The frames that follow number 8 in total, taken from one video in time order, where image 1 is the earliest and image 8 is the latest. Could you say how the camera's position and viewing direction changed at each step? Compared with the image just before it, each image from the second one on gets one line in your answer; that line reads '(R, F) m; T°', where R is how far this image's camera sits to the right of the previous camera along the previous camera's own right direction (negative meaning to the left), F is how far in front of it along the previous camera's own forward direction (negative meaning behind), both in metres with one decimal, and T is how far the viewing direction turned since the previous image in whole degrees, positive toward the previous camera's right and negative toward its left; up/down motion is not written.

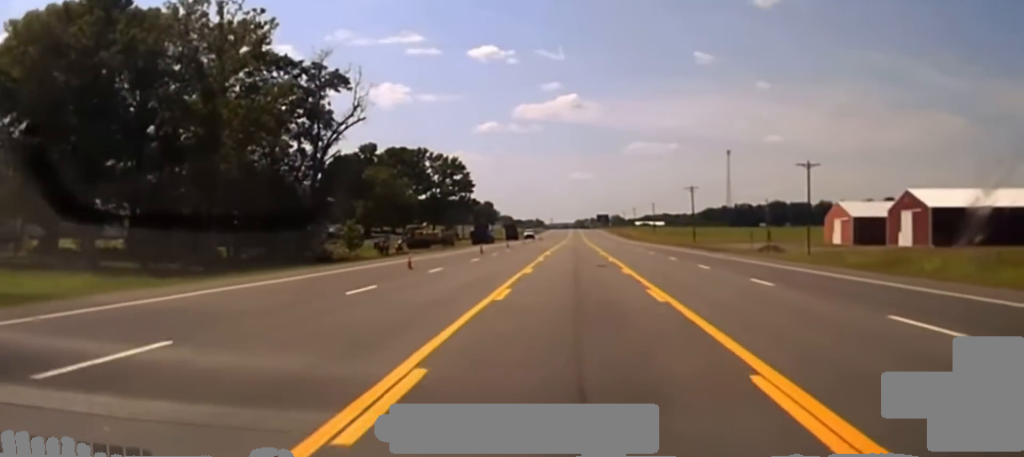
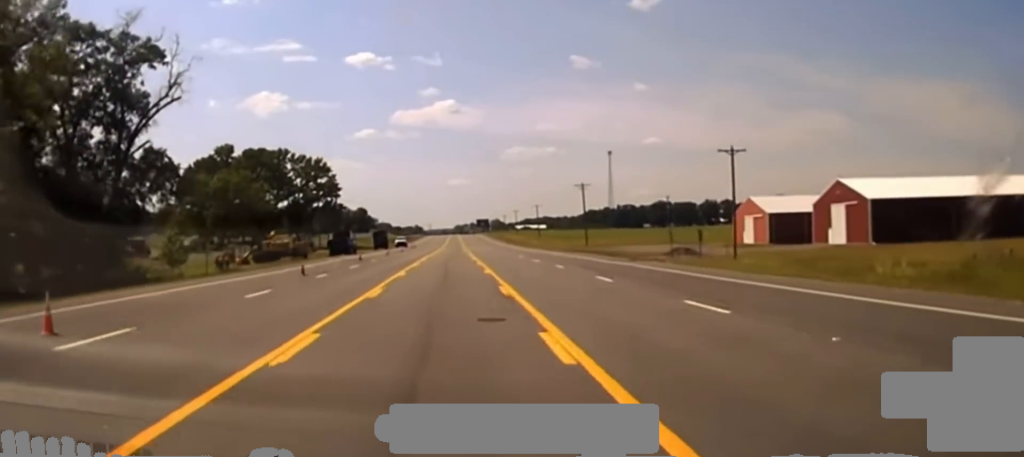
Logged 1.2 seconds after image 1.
(+1.1, +18.8) m; +7°
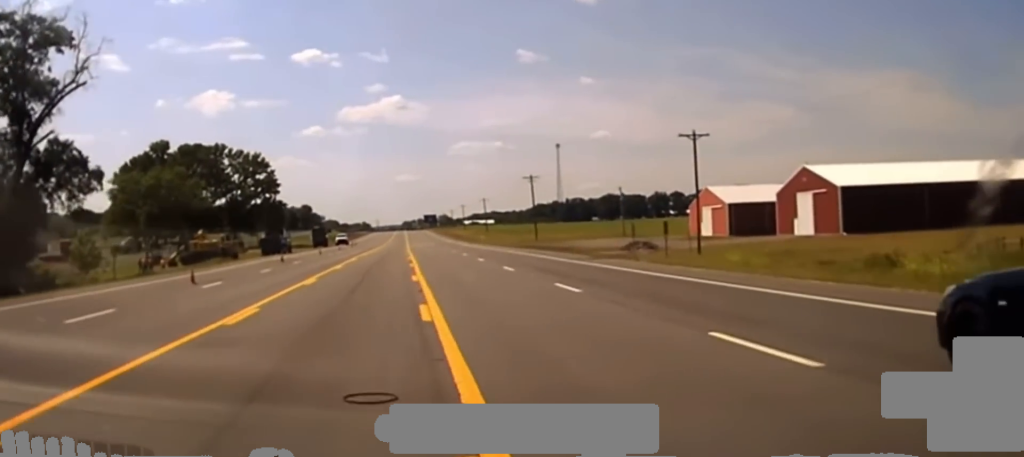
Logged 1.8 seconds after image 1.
(+0.4, +6.8) m; +2°
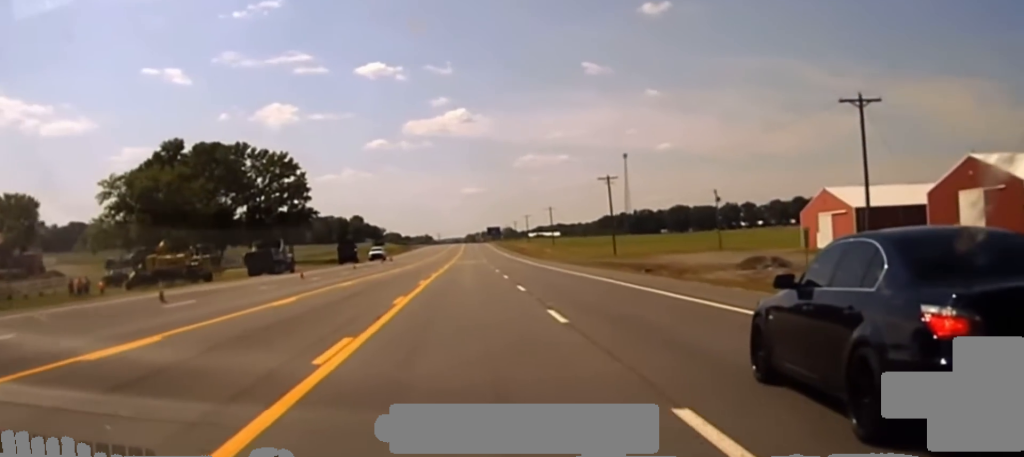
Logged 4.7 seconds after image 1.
(-0.7, +26.7) m; -2°
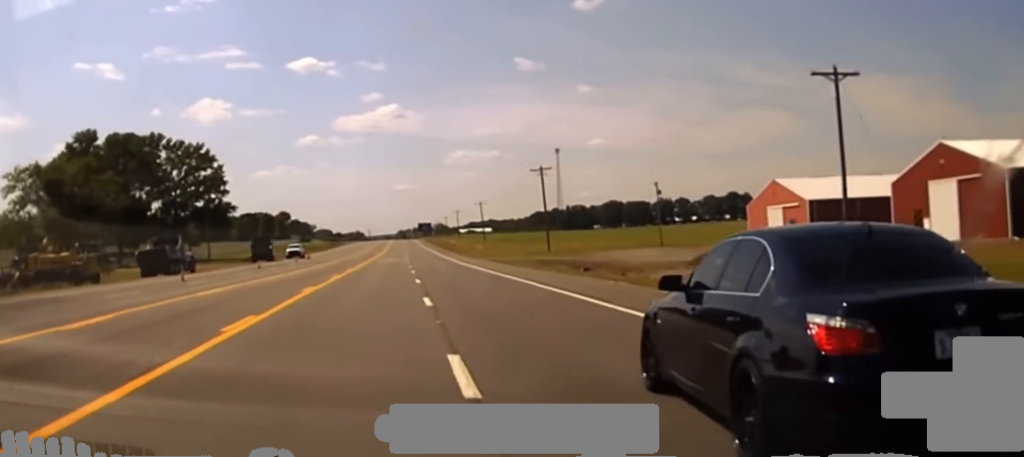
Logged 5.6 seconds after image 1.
(+0.1, +8.6) m; +1°
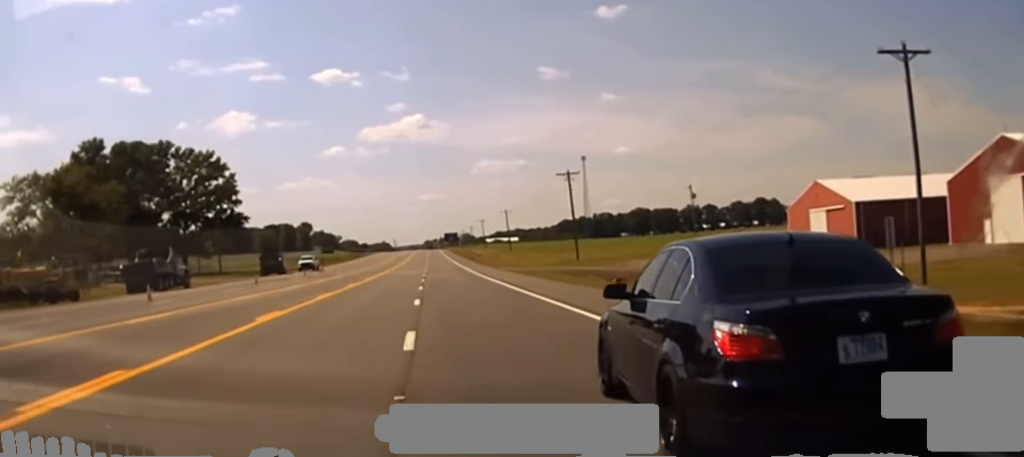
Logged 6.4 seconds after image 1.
(+0.1, +8.1) m; 0°
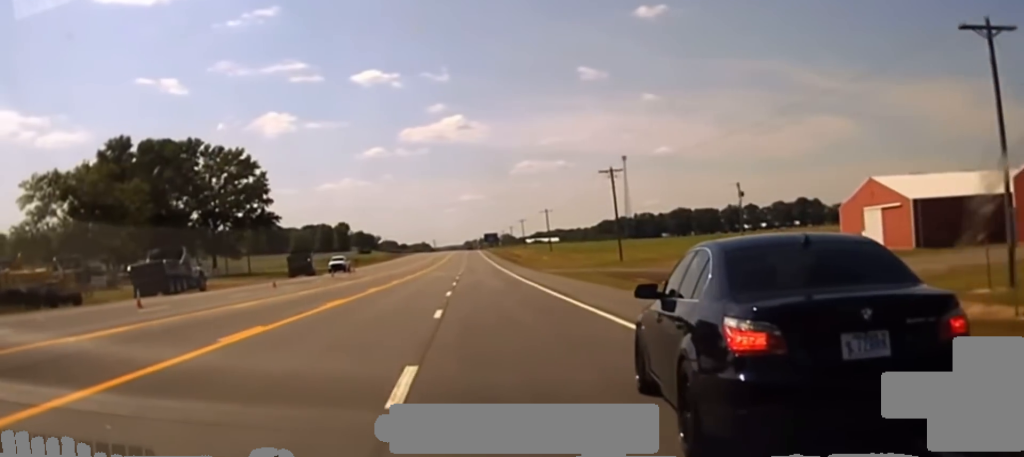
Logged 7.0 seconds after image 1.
(0.0, +4.9) m; -1°
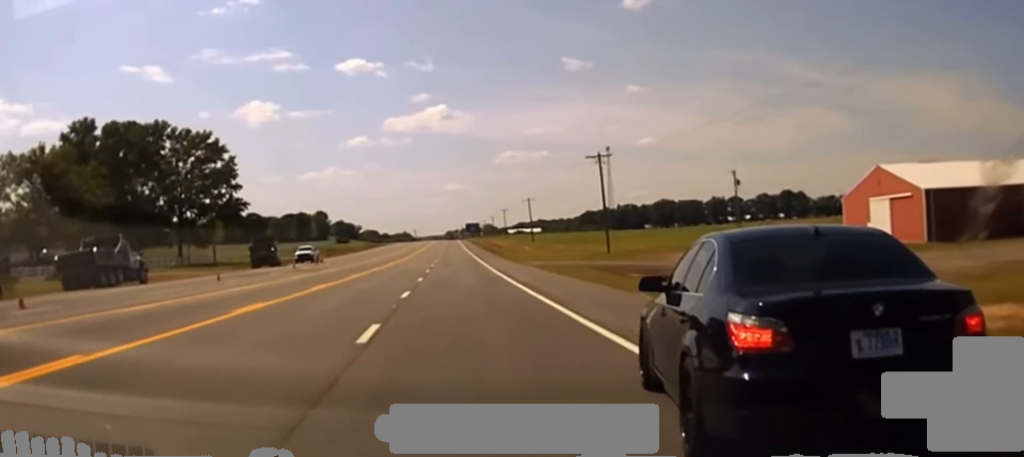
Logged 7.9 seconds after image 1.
(-0.1, +6.6) m; -1°
